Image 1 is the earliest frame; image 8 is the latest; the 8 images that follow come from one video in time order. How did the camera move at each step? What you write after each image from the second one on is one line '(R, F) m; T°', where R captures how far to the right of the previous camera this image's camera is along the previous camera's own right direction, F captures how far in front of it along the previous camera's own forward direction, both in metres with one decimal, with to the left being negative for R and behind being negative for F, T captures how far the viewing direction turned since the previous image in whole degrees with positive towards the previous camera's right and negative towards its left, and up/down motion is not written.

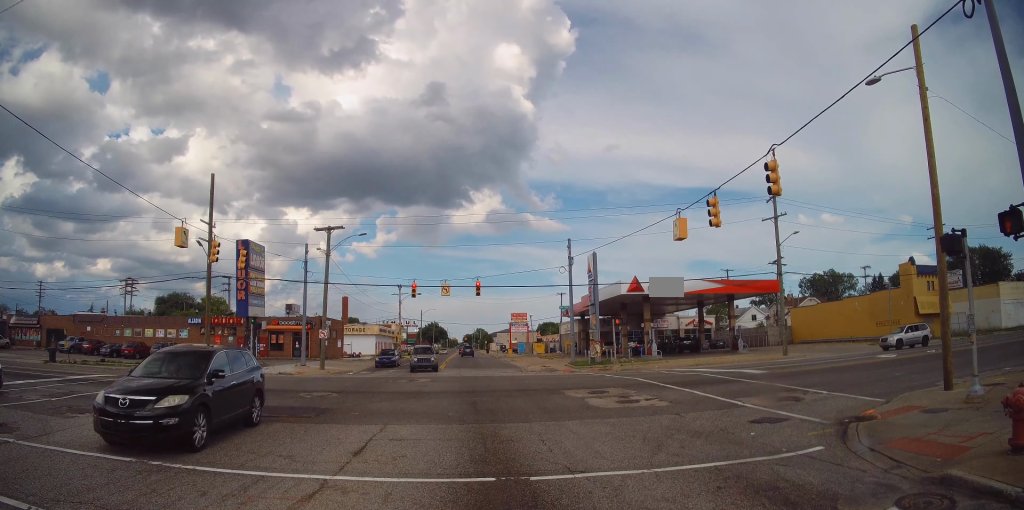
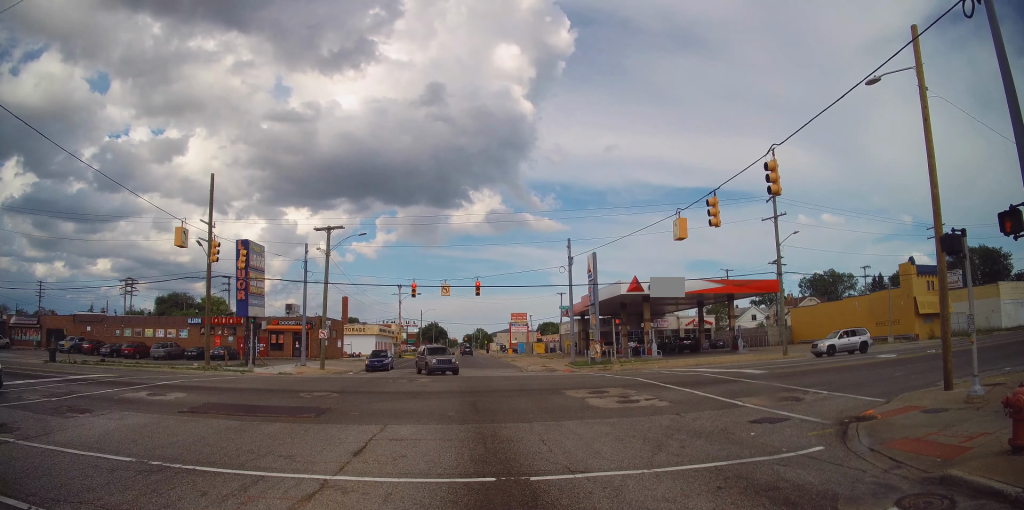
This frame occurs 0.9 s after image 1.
(0.0, 0.0) m; 0°
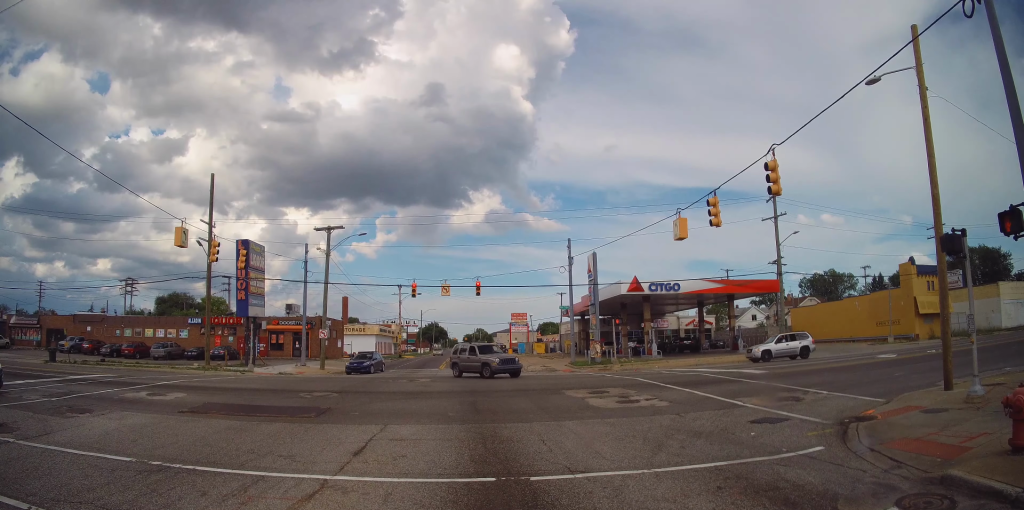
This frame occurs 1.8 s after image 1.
(0.0, 0.0) m; 0°
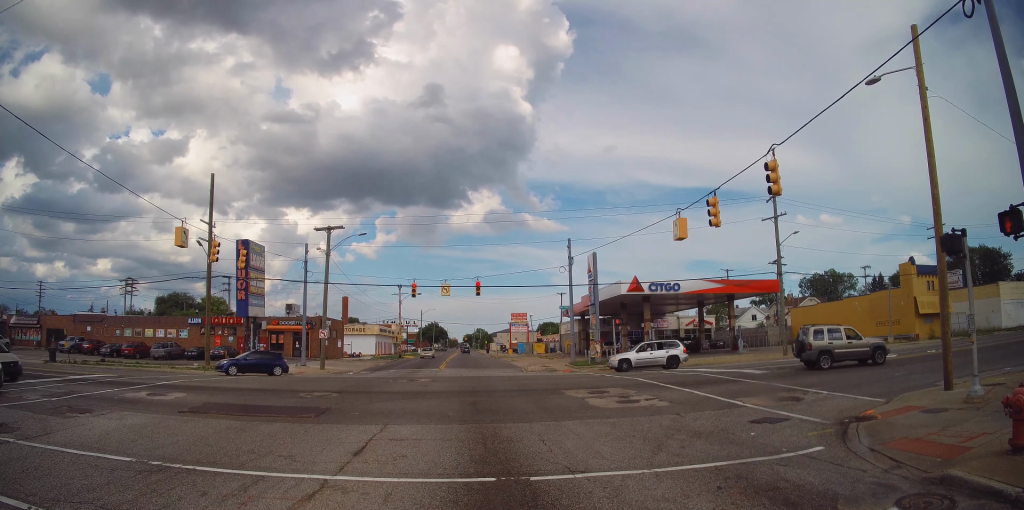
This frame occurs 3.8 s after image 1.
(0.0, 0.0) m; 0°
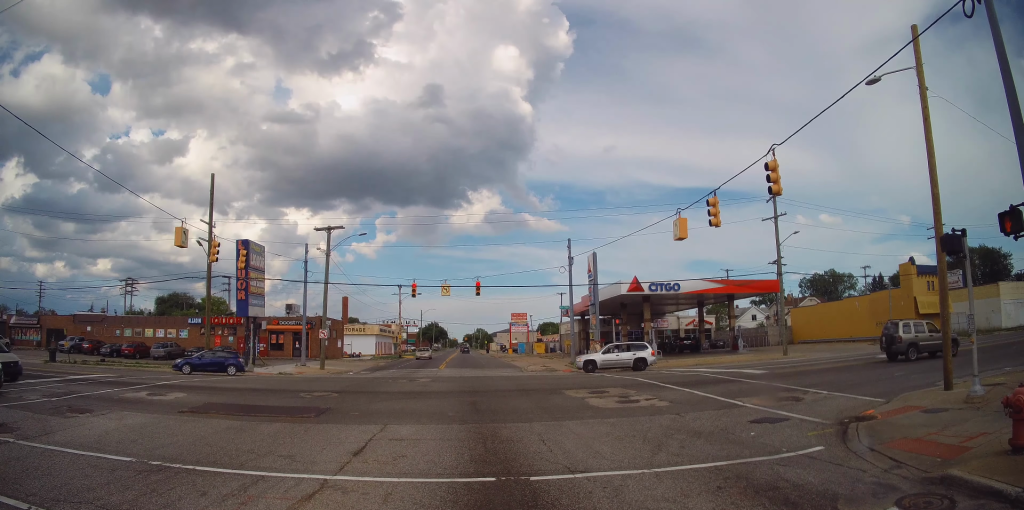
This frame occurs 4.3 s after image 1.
(0.0, 0.0) m; 0°
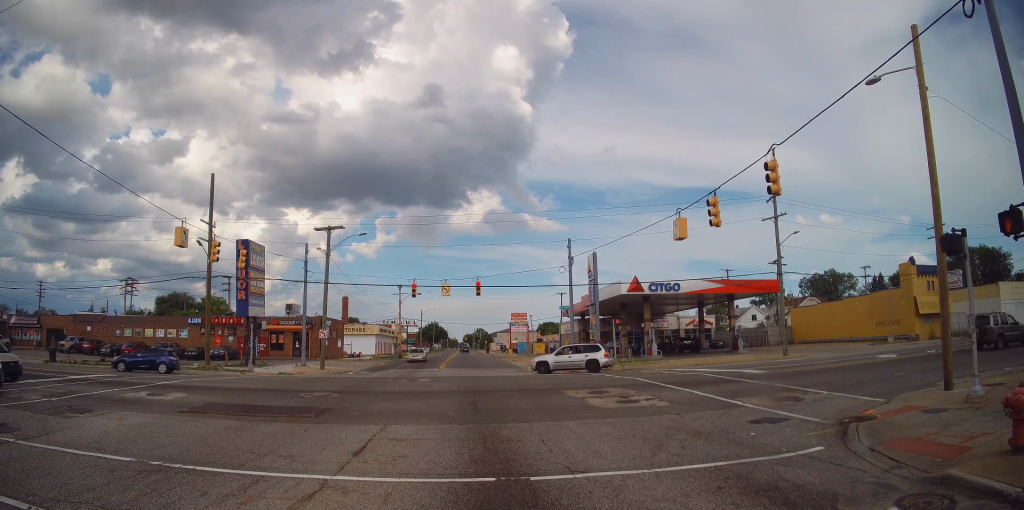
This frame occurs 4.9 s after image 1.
(0.0, 0.0) m; 0°
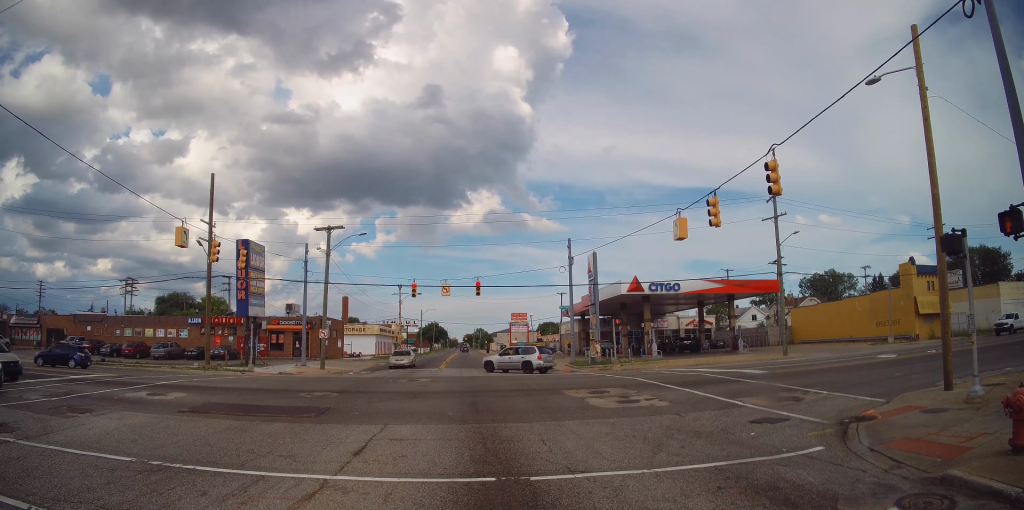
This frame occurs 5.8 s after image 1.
(0.0, 0.0) m; 0°
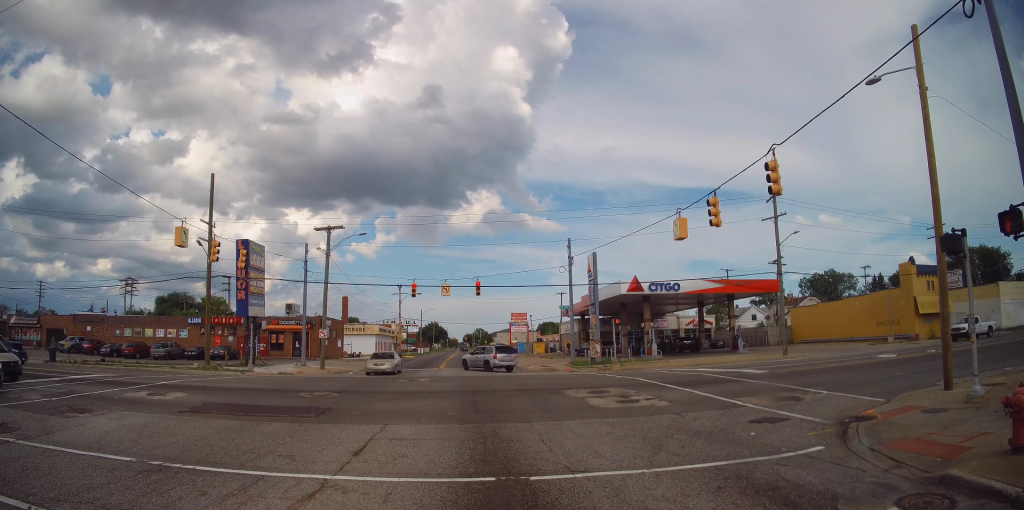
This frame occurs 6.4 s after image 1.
(0.0, 0.0) m; 0°
